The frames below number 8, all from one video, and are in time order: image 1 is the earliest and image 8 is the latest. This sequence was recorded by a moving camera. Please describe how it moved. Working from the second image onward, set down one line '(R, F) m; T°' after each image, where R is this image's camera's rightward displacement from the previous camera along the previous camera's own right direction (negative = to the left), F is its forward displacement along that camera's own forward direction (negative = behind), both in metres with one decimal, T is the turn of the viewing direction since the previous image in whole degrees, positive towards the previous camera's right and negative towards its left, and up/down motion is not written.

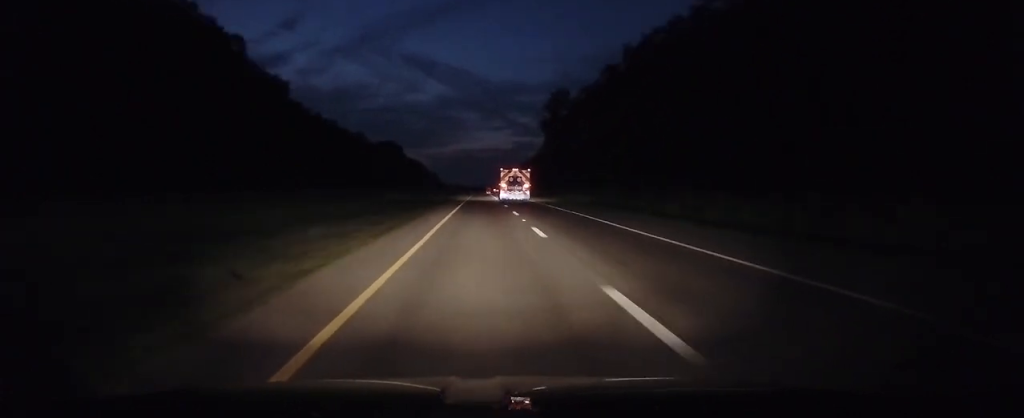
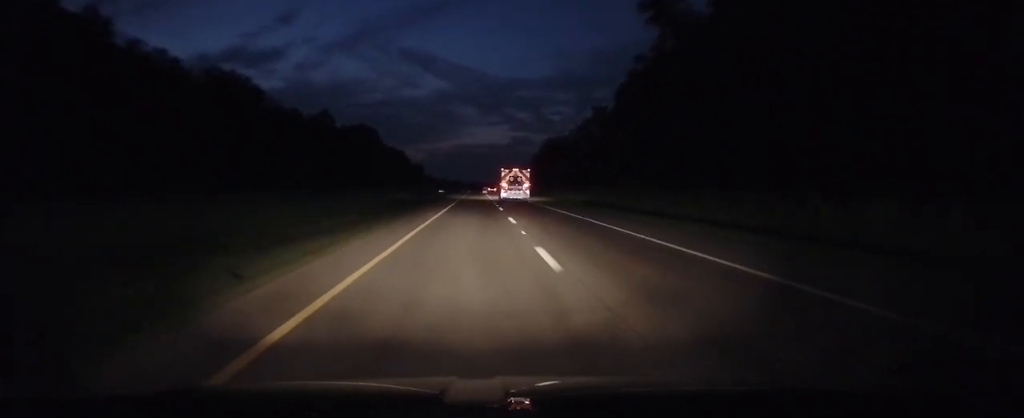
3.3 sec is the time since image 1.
(+0.4, +104.7) m; -1°
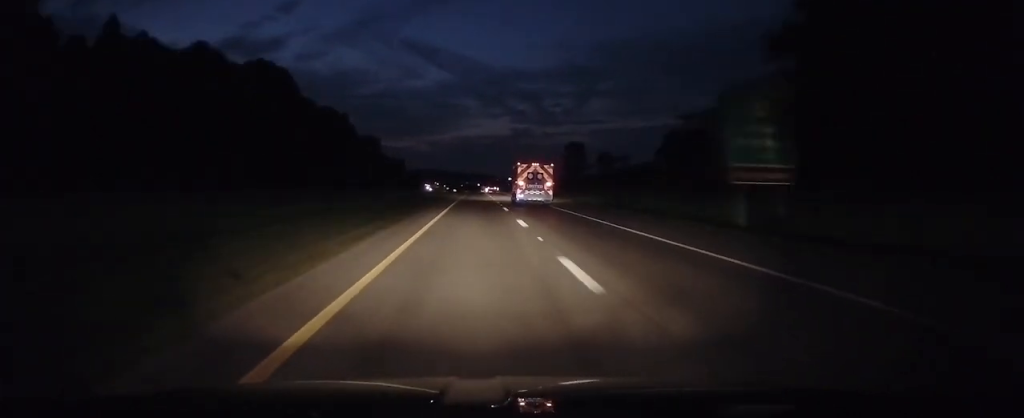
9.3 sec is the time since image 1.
(-2.8, +194.1) m; -1°
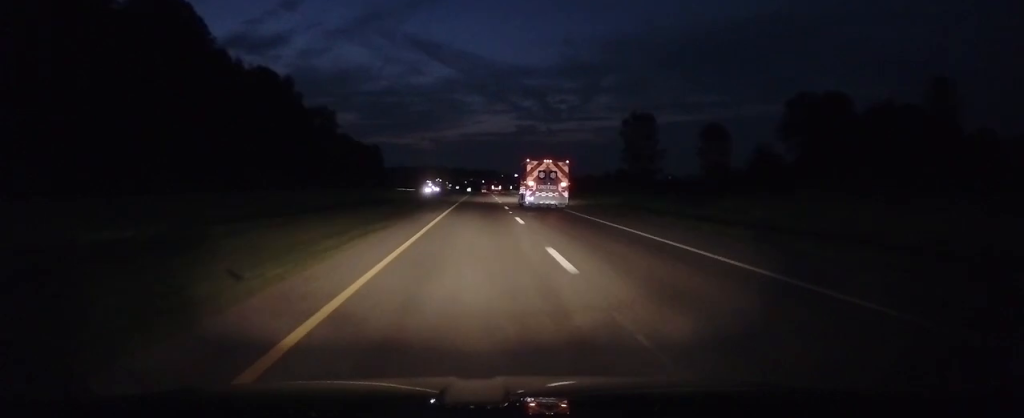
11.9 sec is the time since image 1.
(+0.1, +82.7) m; 0°
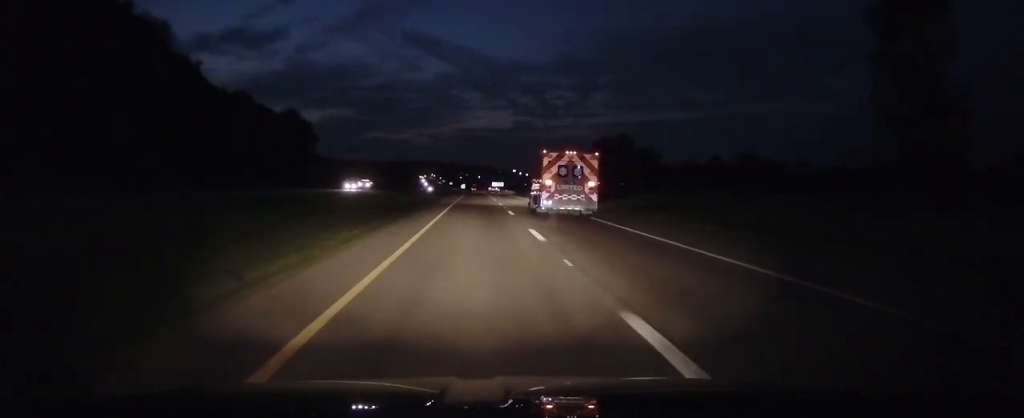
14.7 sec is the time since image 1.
(0.0, +92.5) m; 0°
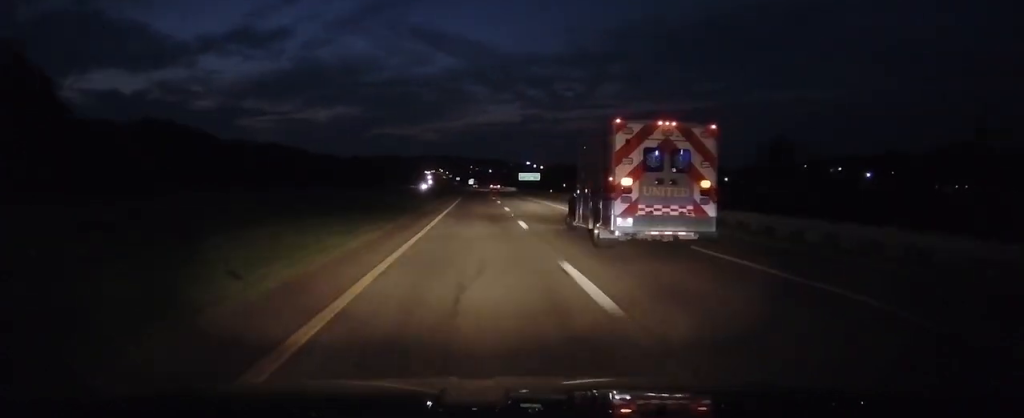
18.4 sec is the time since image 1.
(0.0, +124.0) m; 0°
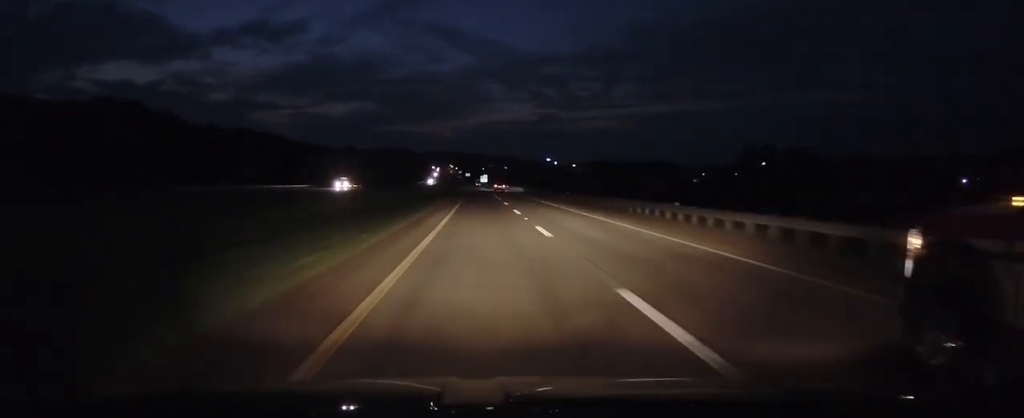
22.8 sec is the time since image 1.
(-0.4, +147.9) m; -1°
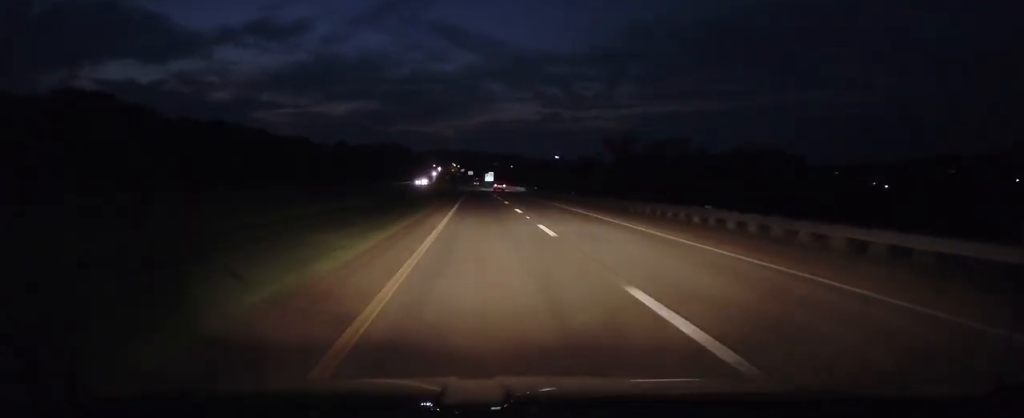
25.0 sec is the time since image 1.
(-0.7, +72.4) m; -1°
